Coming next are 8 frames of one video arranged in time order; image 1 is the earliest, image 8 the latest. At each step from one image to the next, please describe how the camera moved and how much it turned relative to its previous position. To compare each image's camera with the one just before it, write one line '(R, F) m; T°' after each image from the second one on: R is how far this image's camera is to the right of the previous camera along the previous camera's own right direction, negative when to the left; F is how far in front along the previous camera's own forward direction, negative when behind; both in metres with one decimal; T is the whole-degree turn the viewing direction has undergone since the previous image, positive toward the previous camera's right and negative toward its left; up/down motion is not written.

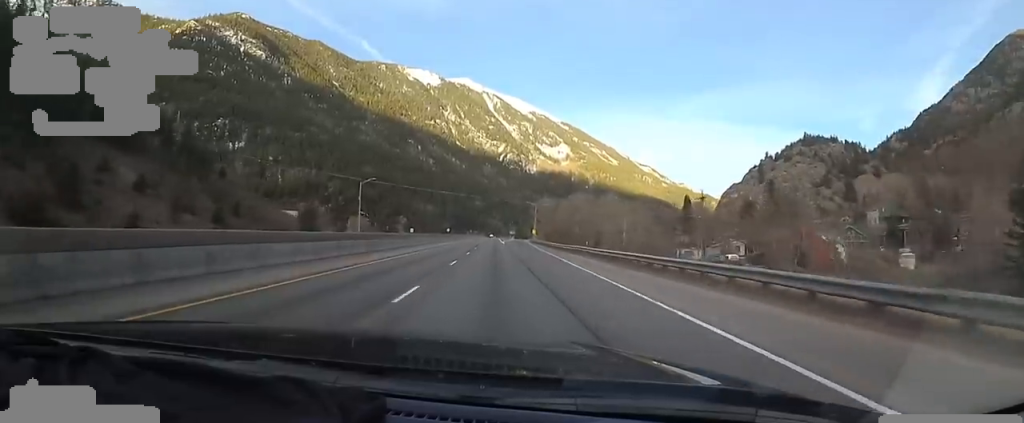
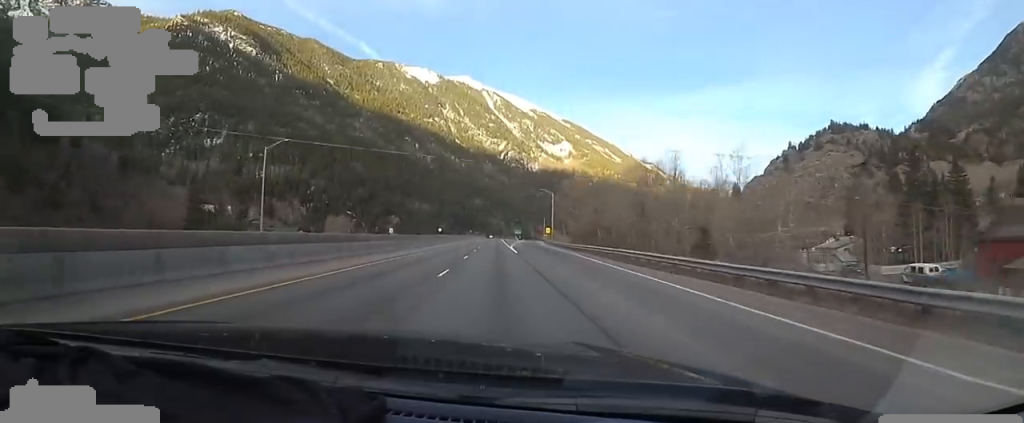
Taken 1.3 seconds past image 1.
(-1.1, +43.2) m; -2°
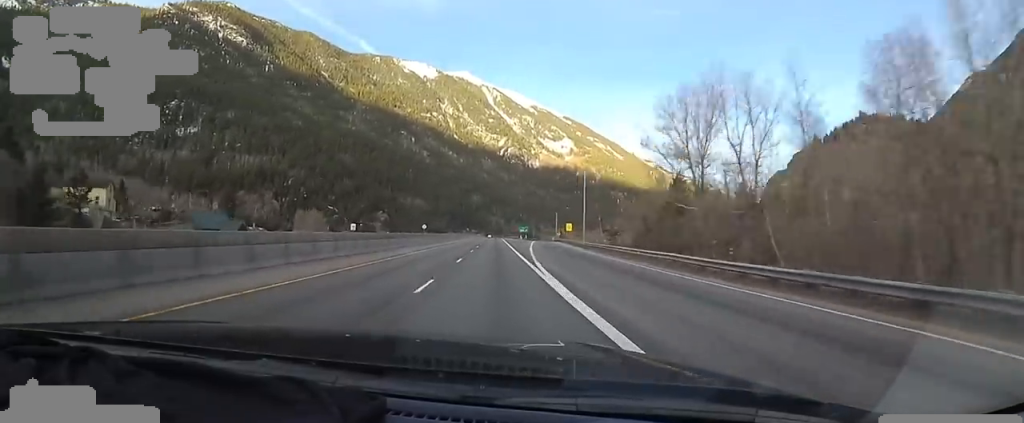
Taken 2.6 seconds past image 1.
(0.0, +41.7) m; 0°
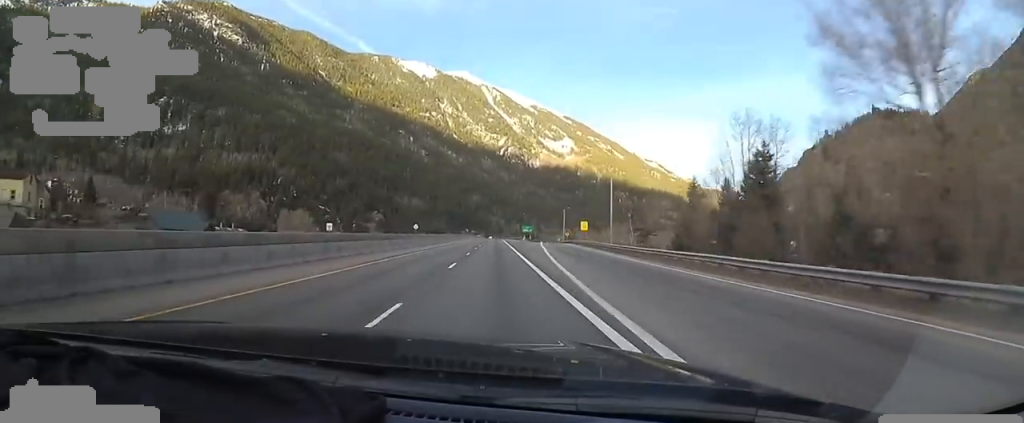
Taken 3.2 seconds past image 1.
(0.0, +16.9) m; -1°
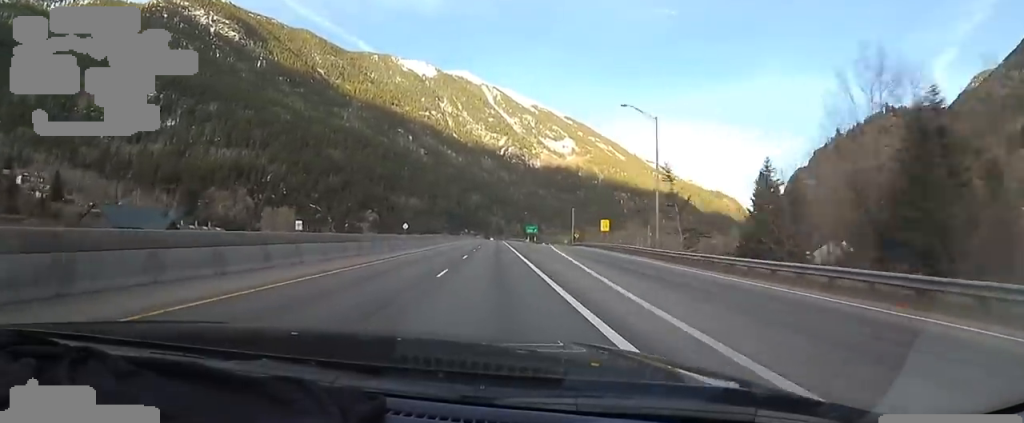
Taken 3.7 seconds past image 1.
(+0.2, +15.8) m; -1°
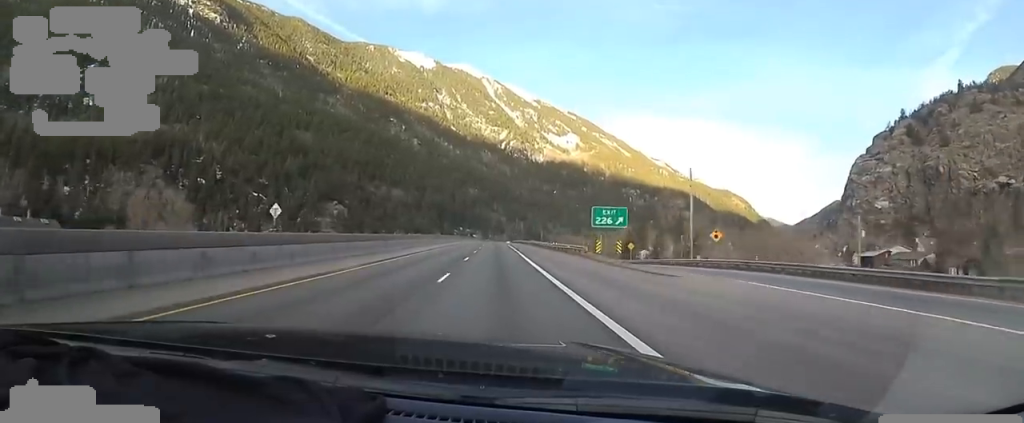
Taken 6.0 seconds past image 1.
(+0.2, +74.4) m; +1°
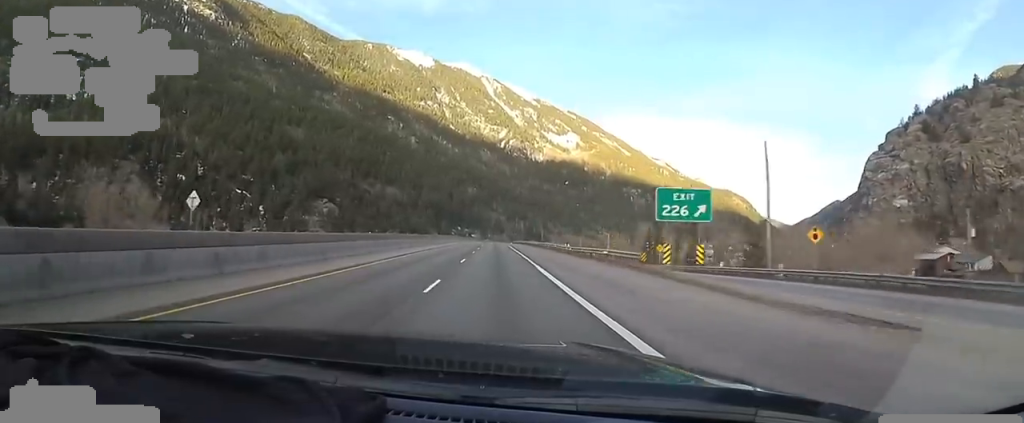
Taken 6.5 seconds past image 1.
(0.0, +14.8) m; 0°
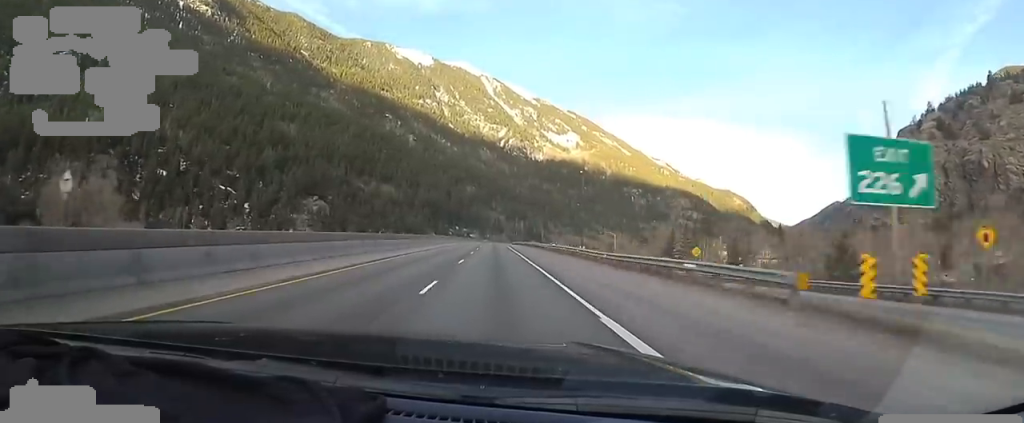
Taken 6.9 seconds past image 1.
(0.0, +12.6) m; 0°
